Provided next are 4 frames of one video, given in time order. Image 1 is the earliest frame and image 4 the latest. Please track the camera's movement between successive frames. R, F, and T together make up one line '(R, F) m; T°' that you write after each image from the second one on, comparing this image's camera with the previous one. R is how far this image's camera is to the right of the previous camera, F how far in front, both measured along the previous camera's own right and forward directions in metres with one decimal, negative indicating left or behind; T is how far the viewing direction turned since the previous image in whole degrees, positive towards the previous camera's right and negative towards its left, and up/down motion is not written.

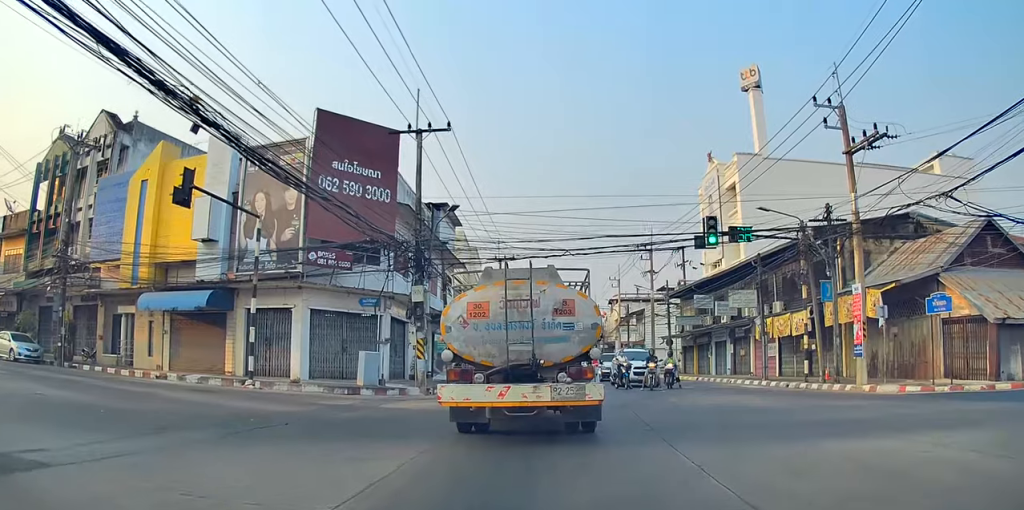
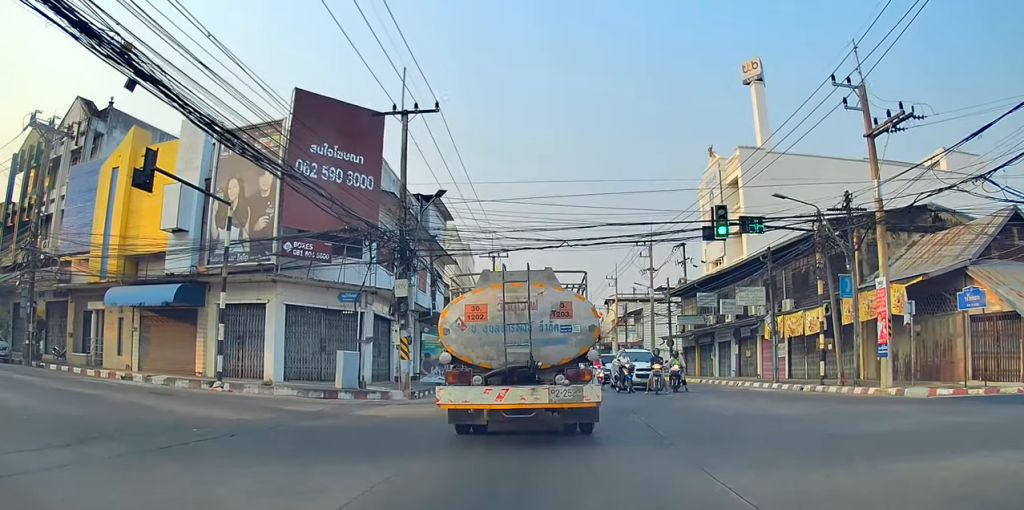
(+0.3, +2.4) m; +1°
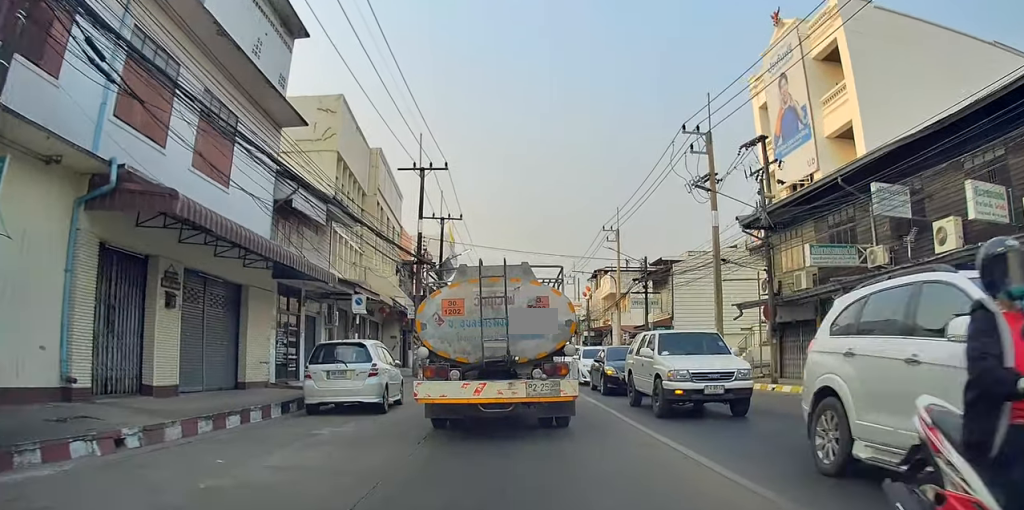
(+0.7, +23.9) m; +6°
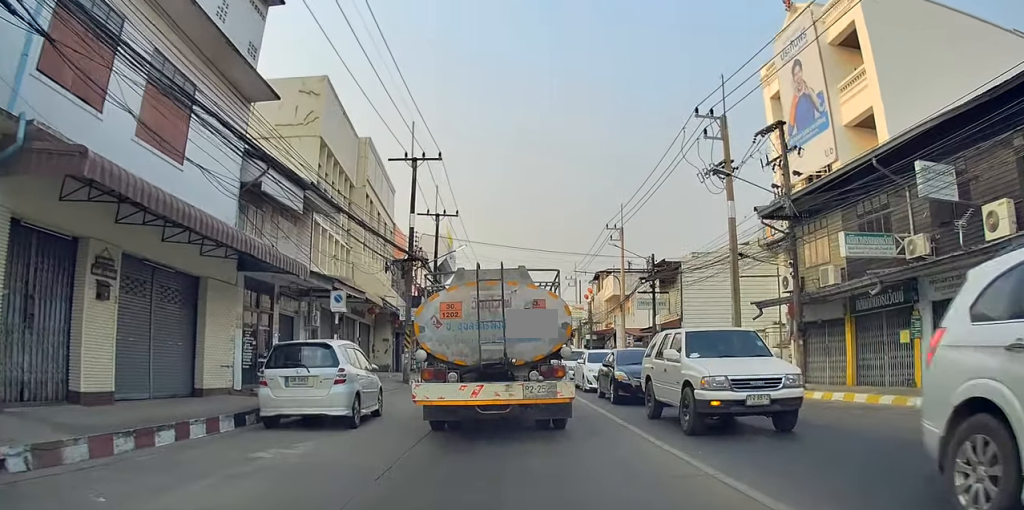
(+0.4, +1.9) m; 0°
